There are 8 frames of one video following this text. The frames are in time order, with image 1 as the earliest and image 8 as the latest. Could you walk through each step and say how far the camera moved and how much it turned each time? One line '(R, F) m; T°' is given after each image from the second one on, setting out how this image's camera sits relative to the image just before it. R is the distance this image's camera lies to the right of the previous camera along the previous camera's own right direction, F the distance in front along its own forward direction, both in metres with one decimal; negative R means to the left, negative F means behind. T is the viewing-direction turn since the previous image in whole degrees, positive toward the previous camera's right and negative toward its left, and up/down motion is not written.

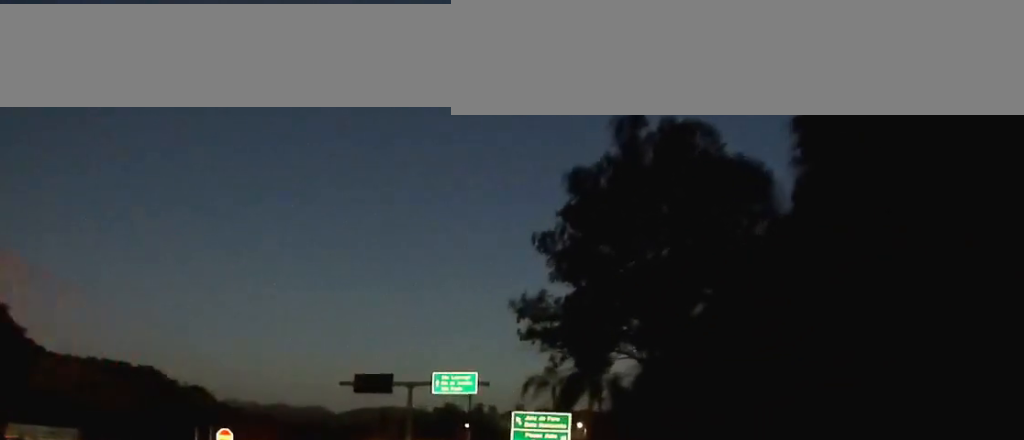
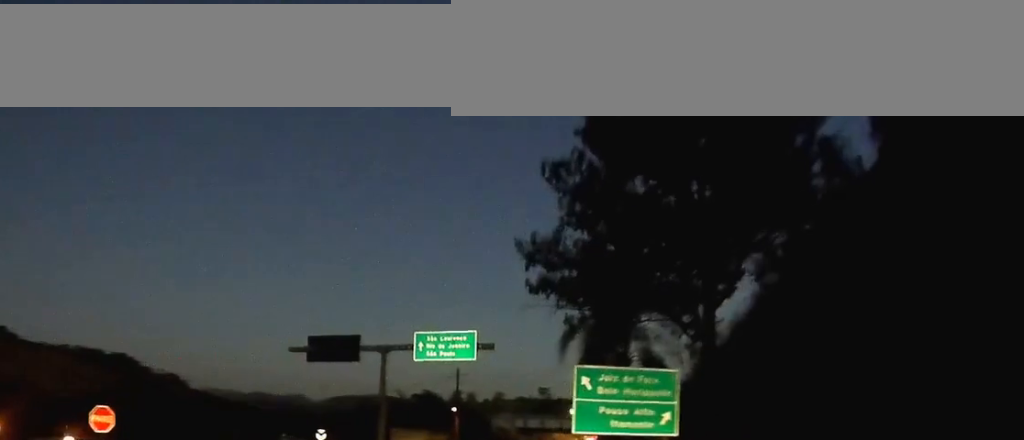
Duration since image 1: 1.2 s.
(+0.3, +15.6) m; +1°
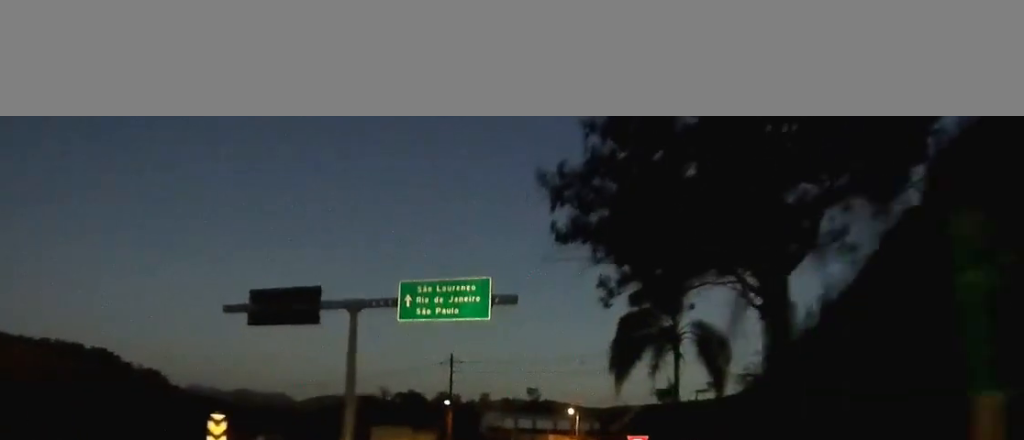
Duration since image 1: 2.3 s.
(+0.1, +13.4) m; +2°
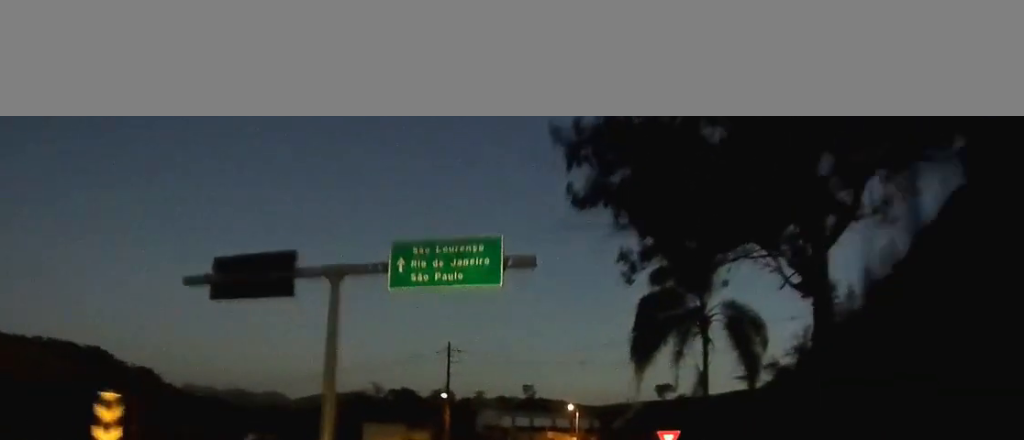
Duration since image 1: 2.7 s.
(+0.2, +5.3) m; +2°
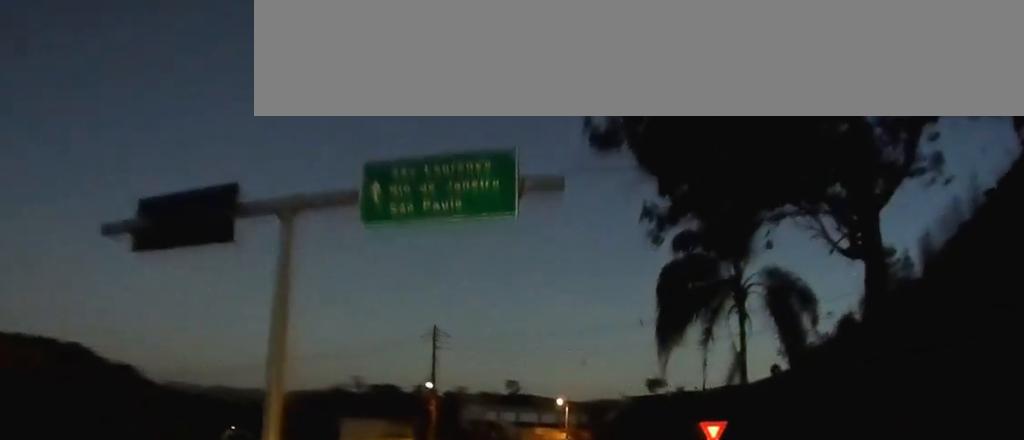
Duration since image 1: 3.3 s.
(0.0, +6.5) m; +2°
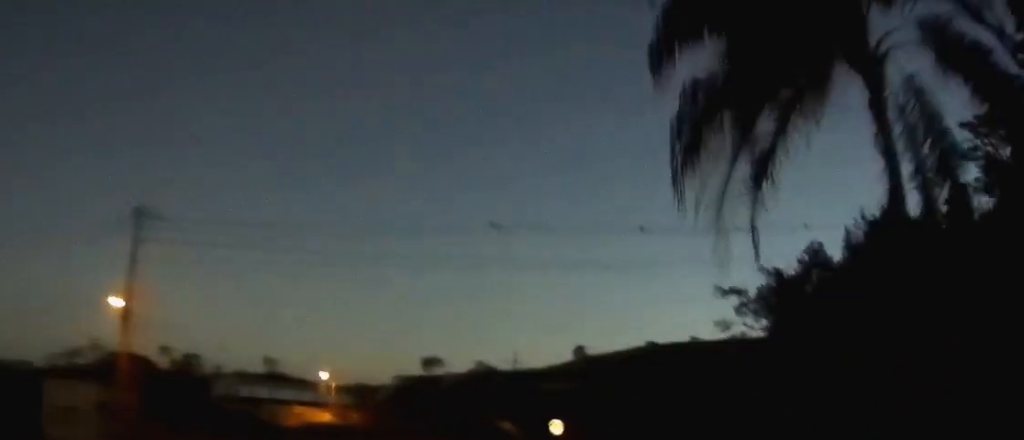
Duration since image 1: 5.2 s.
(+2.6, +21.4) m; +16°
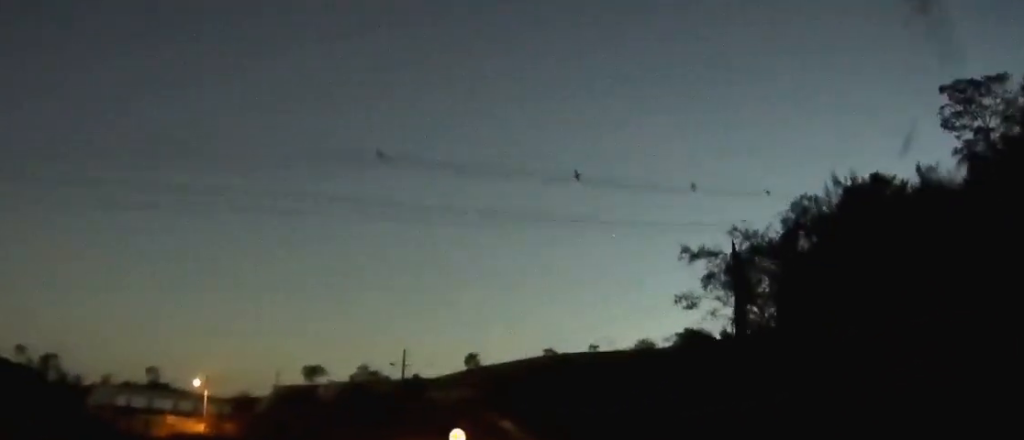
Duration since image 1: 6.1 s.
(+0.7, +9.8) m; +4°
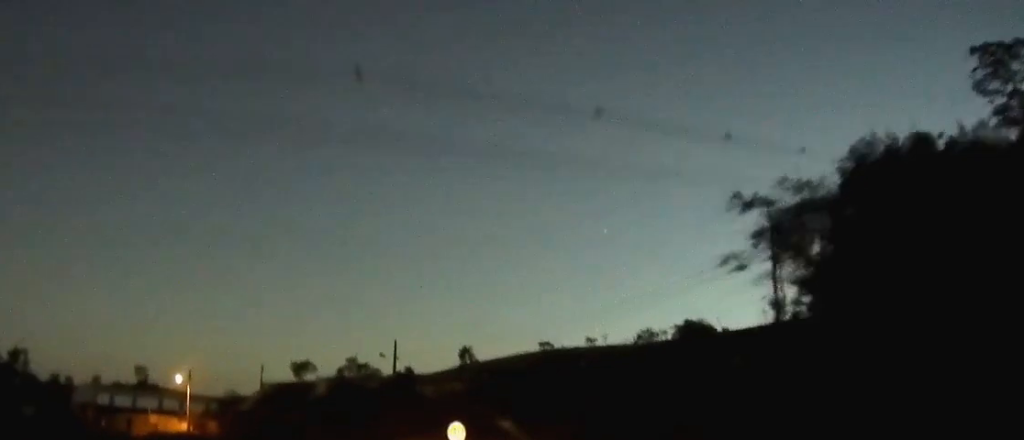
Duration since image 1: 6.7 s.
(0.0, +5.6) m; -1°
